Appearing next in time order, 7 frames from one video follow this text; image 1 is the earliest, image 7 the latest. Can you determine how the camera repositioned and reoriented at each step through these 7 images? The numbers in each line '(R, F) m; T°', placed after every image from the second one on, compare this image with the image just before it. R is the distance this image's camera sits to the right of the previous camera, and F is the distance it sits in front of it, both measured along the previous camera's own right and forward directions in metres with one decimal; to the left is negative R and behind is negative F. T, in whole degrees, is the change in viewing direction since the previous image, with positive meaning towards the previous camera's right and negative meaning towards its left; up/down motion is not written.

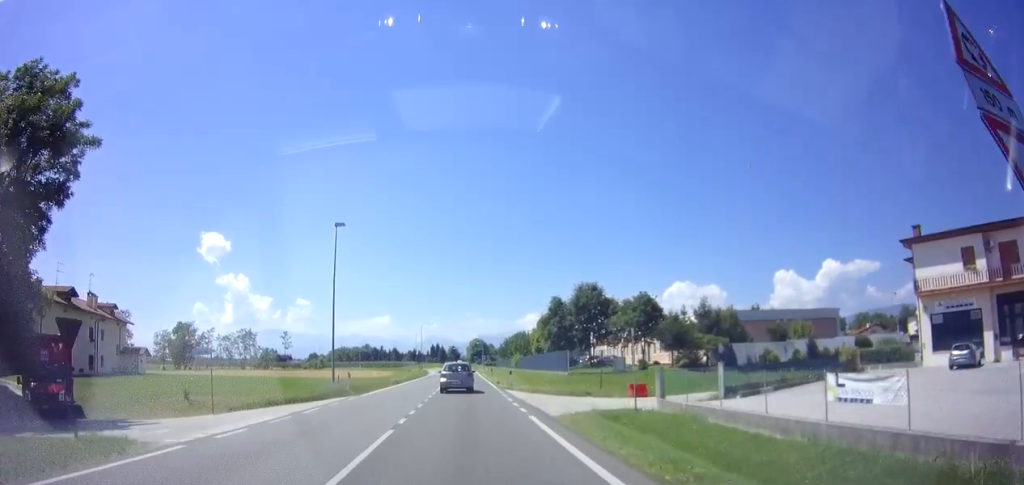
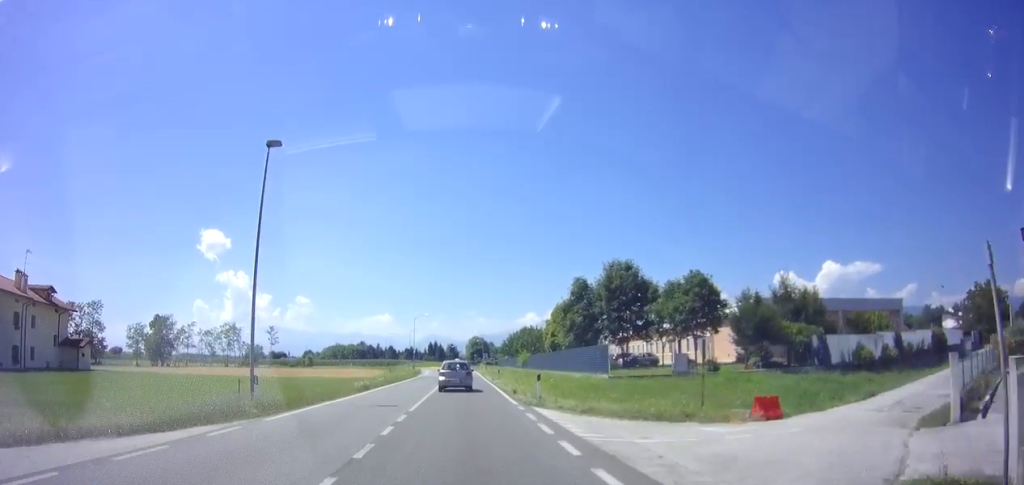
(+0.1, +12.2) m; +1°
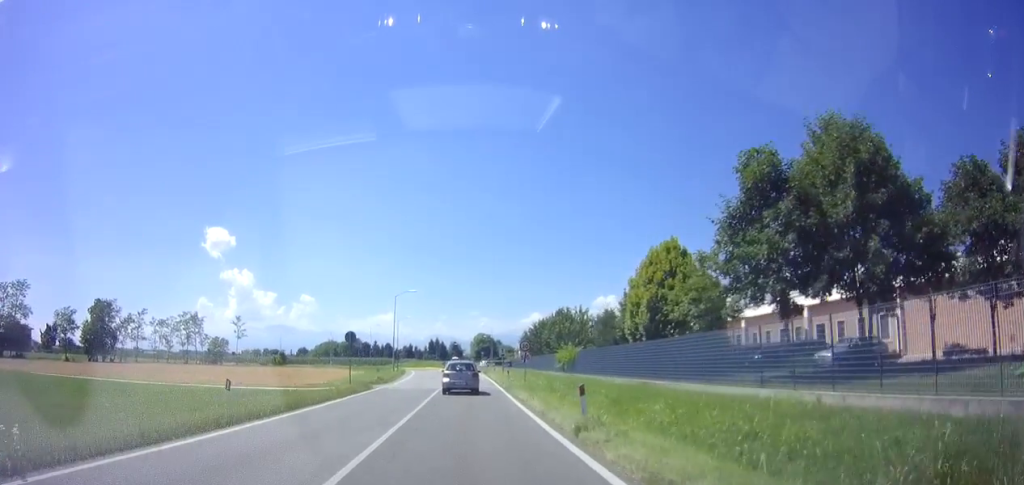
(-0.2, +29.0) m; -2°
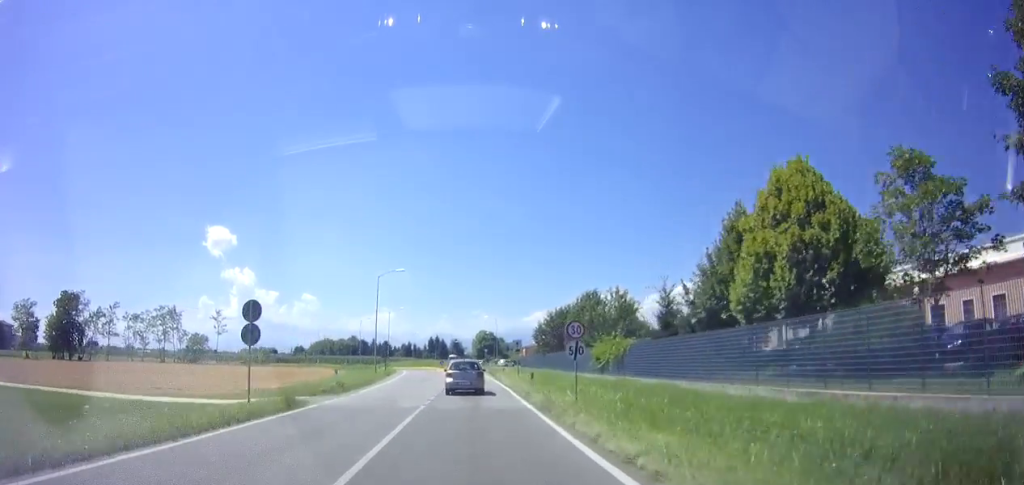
(0.0, +12.6) m; -1°
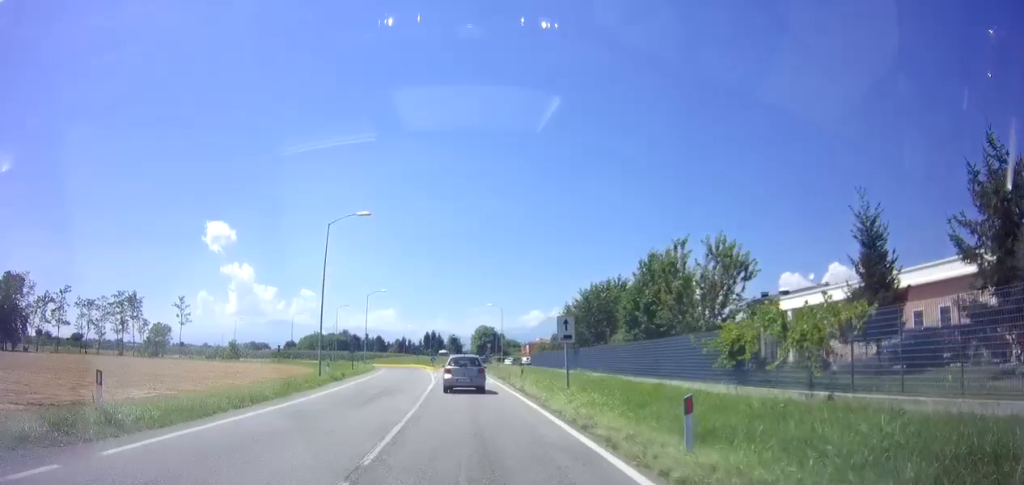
(0.0, +17.1) m; +1°
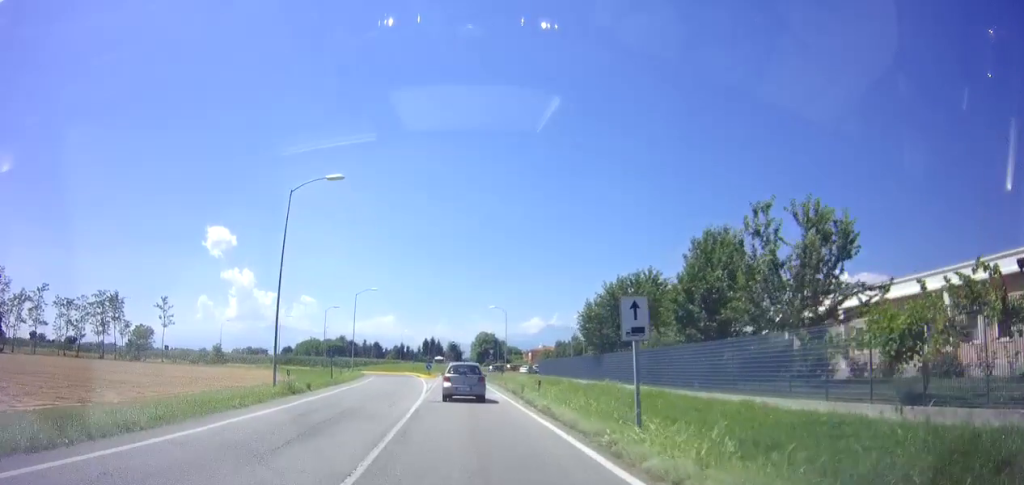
(+0.2, +7.2) m; +1°
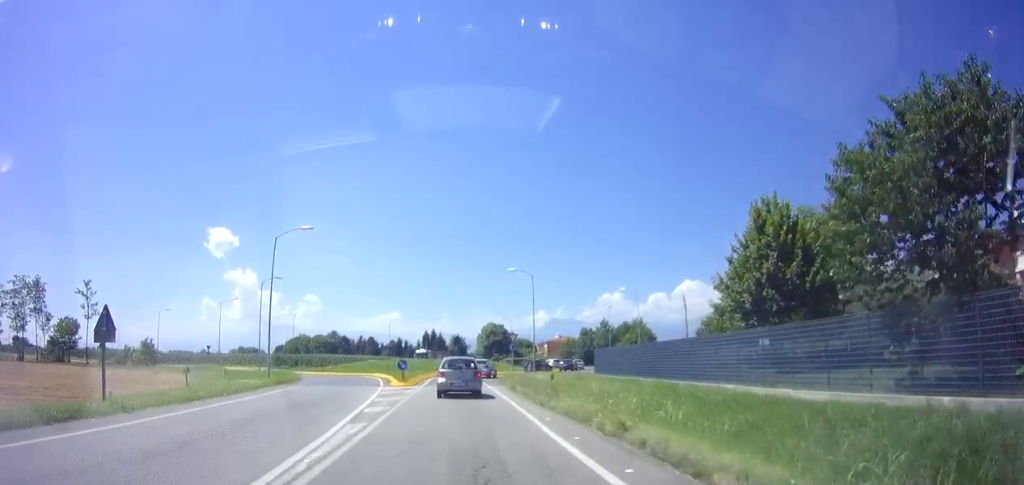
(-0.9, +26.0) m; -3°
